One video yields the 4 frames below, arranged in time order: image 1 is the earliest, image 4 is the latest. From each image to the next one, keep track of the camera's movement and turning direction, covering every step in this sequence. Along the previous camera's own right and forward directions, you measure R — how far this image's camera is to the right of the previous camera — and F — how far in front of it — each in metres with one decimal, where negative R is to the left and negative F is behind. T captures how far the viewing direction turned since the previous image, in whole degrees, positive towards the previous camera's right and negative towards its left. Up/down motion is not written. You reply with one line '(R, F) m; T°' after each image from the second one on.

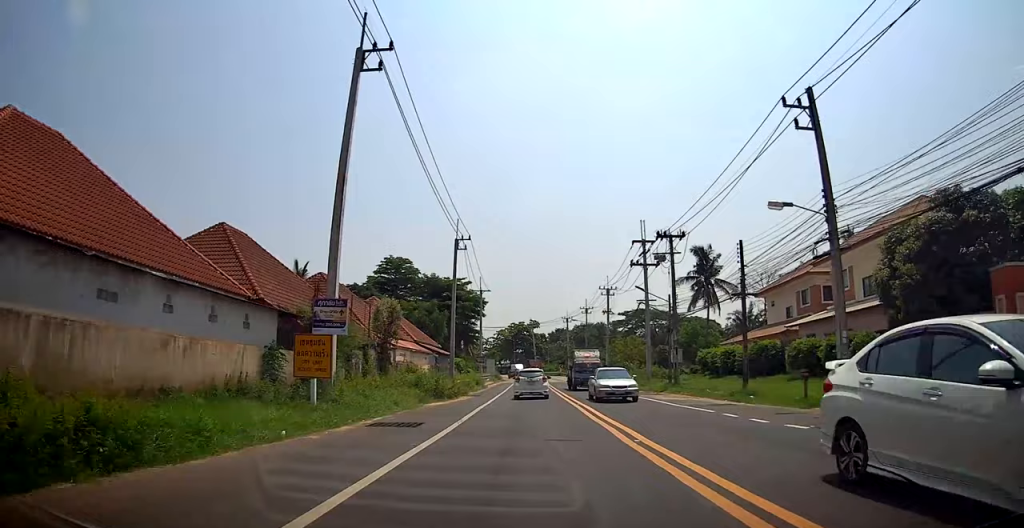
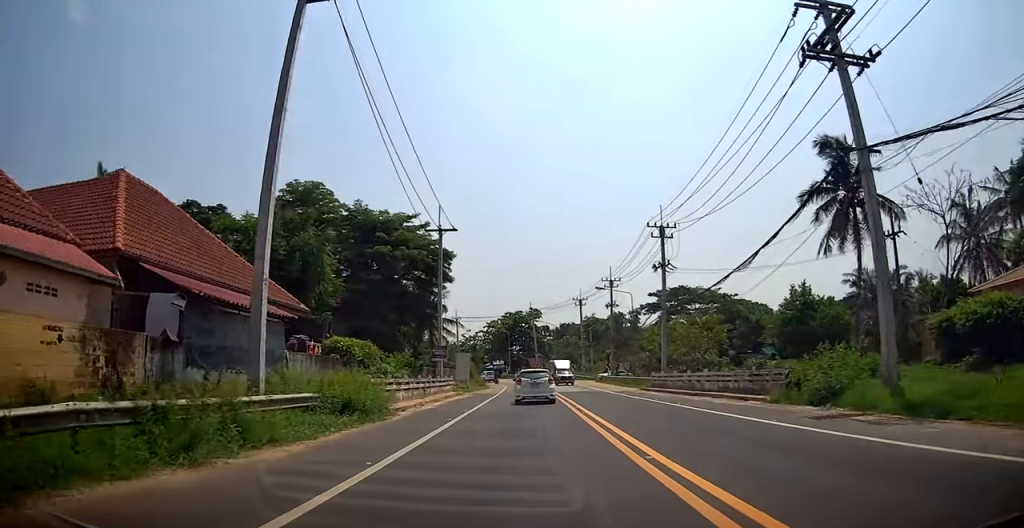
(+0.3, +34.5) m; -1°
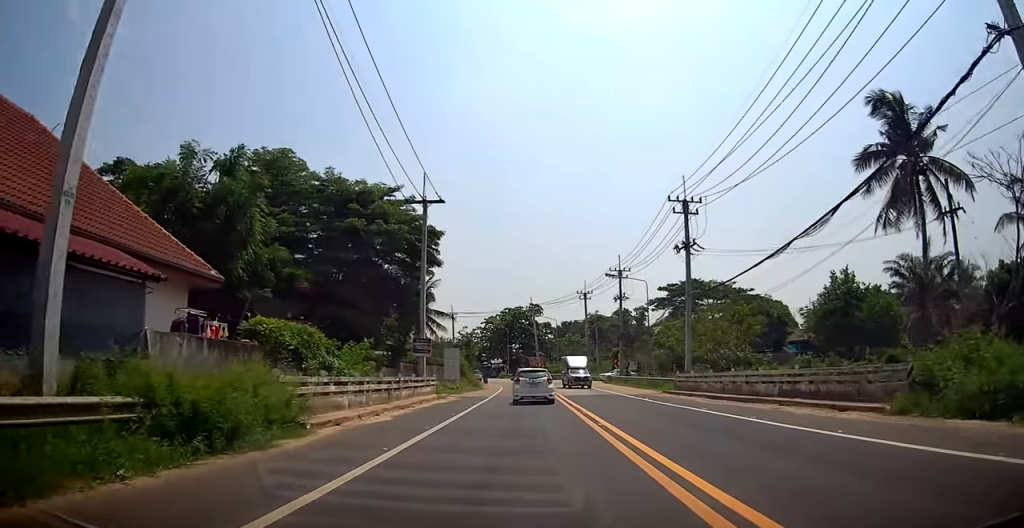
(0.0, +7.3) m; 0°
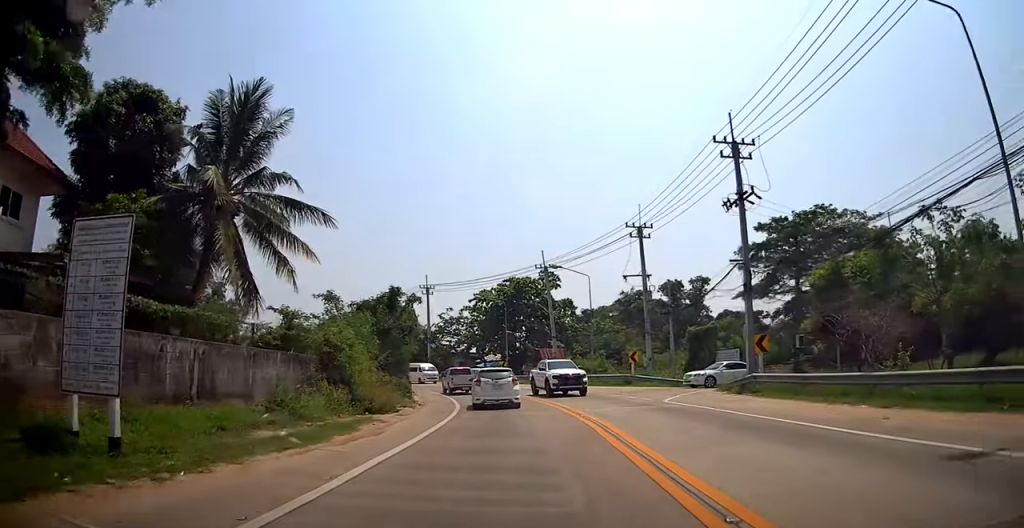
(-0.2, +39.3) m; 0°
